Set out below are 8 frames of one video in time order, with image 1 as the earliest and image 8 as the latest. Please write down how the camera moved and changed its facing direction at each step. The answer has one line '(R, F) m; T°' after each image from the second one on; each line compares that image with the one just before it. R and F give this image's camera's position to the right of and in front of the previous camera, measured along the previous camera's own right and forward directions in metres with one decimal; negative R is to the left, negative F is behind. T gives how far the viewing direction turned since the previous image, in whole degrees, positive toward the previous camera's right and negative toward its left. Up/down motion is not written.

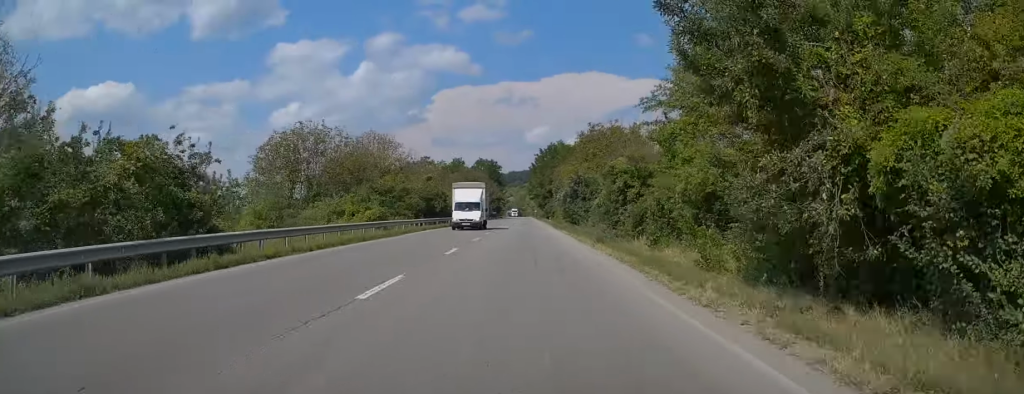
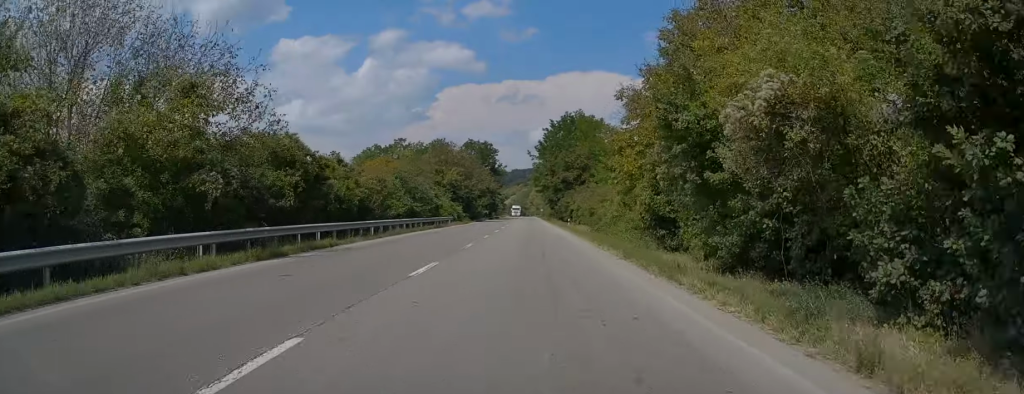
(+0.6, +41.5) m; 0°
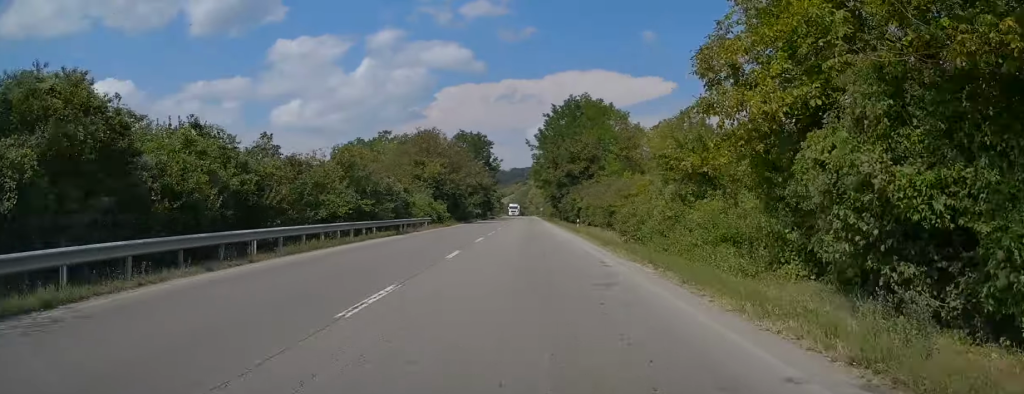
(-0.2, +13.6) m; 0°
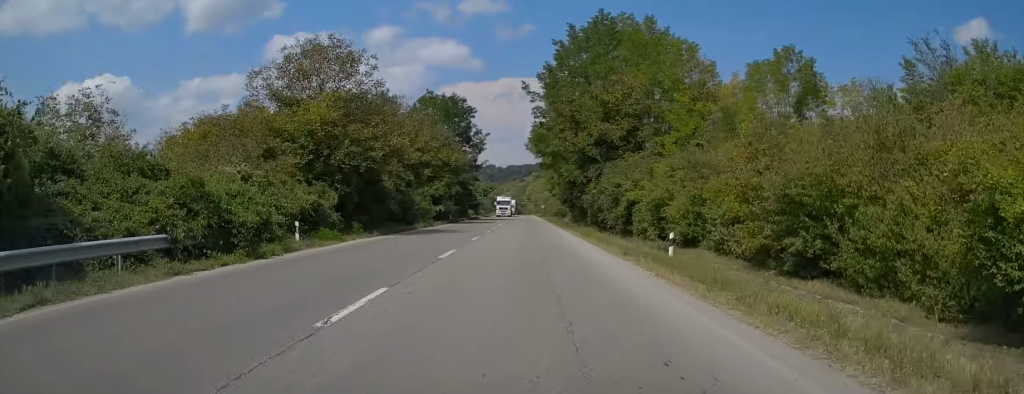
(+0.3, +36.3) m; +1°
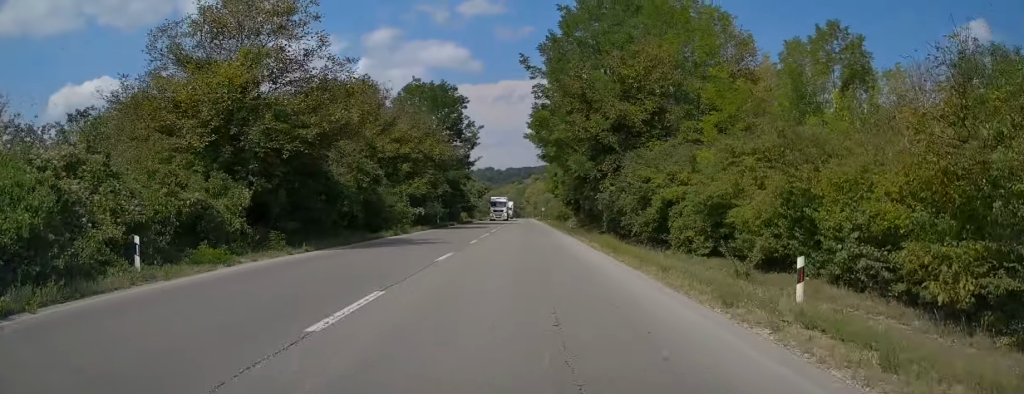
(0.0, +9.1) m; 0°
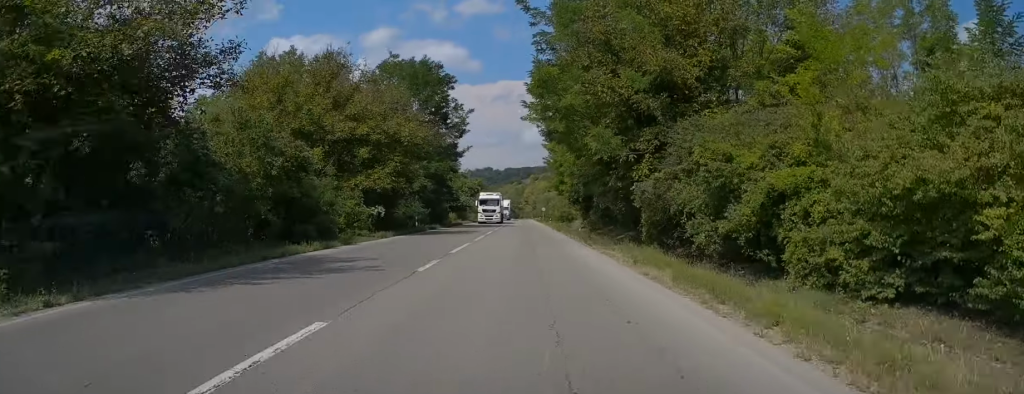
(0.0, +11.3) m; 0°
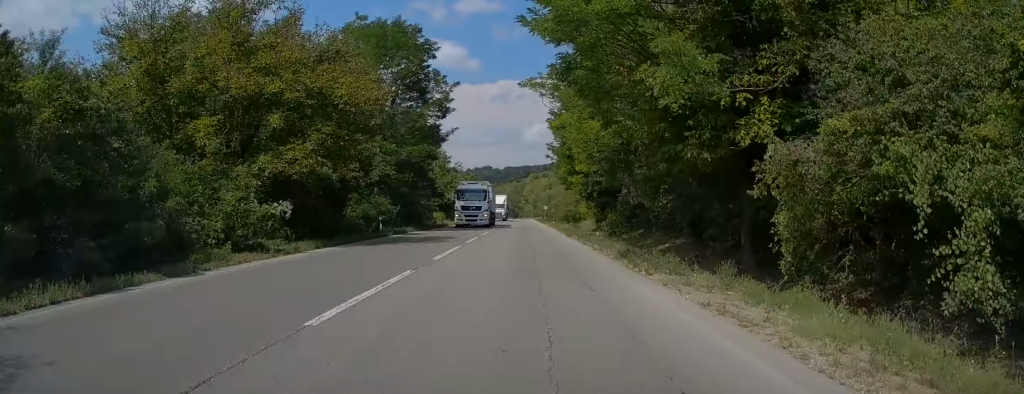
(0.0, +12.1) m; 0°
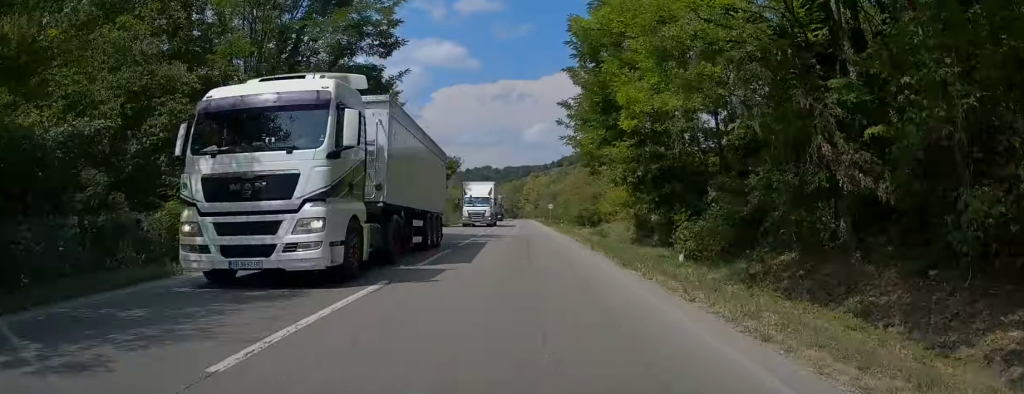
(-0.2, +19.6) m; 0°
